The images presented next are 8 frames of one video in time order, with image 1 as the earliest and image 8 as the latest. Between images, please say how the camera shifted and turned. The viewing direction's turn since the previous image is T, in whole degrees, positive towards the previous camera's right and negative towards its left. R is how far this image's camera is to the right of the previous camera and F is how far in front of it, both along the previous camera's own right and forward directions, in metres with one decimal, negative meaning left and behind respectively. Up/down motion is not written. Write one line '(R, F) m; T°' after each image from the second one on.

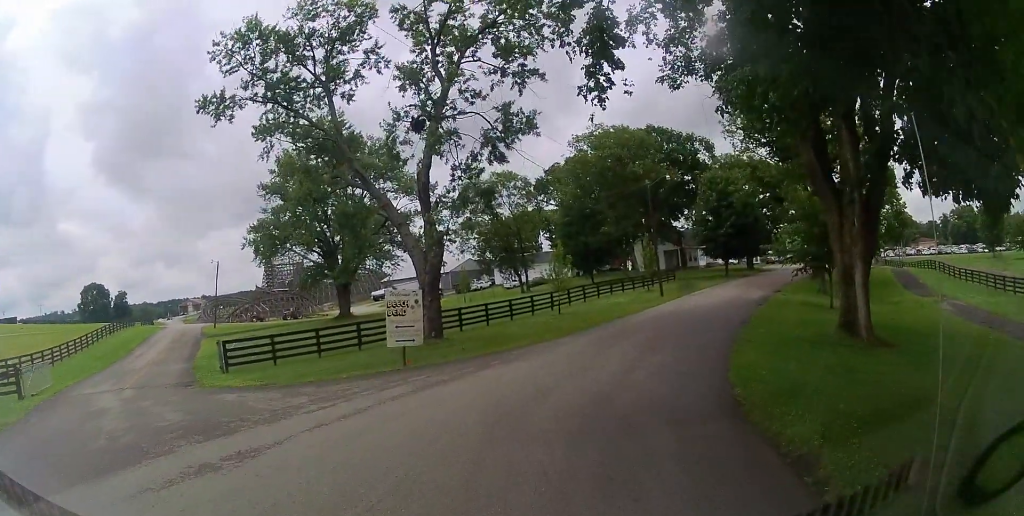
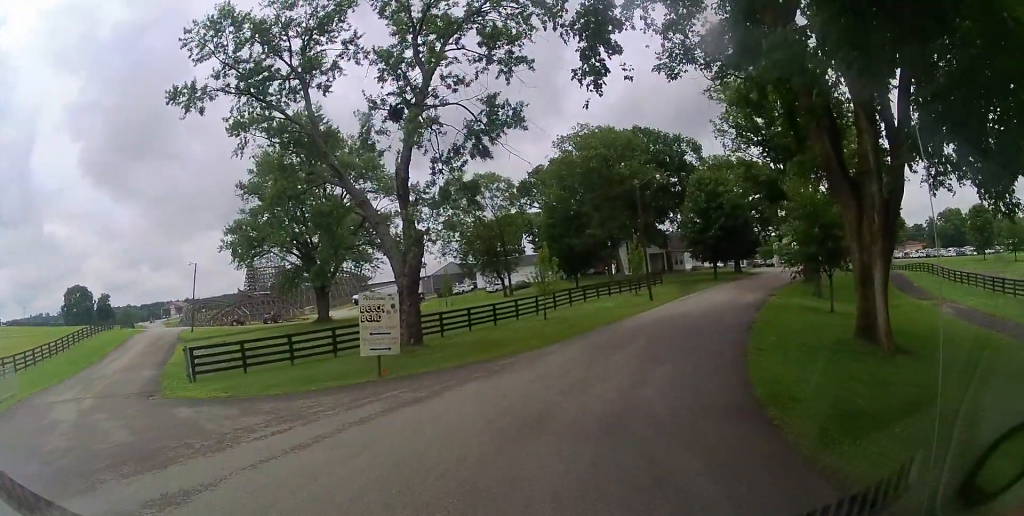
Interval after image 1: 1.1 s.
(+0.3, +1.2) m; +7°
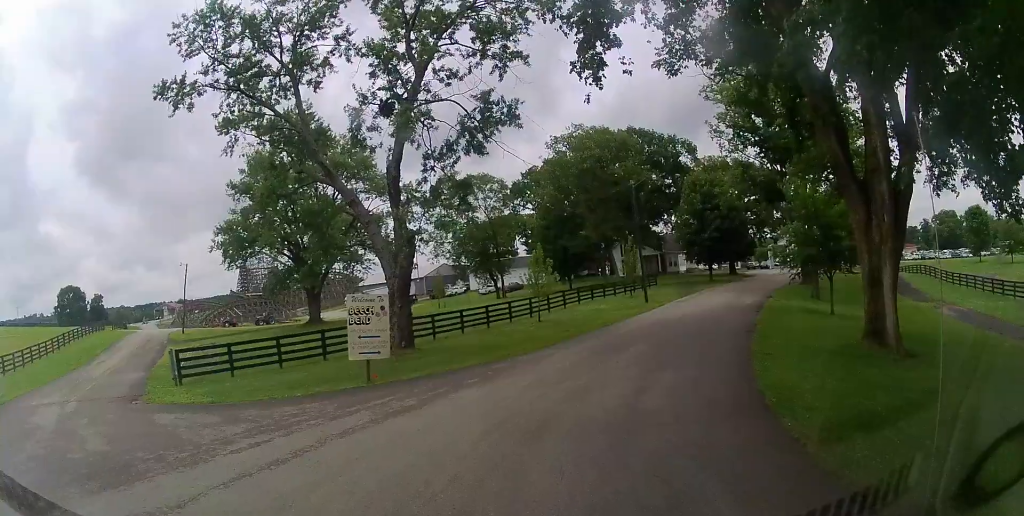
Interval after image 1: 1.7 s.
(0.0, +0.9) m; +6°
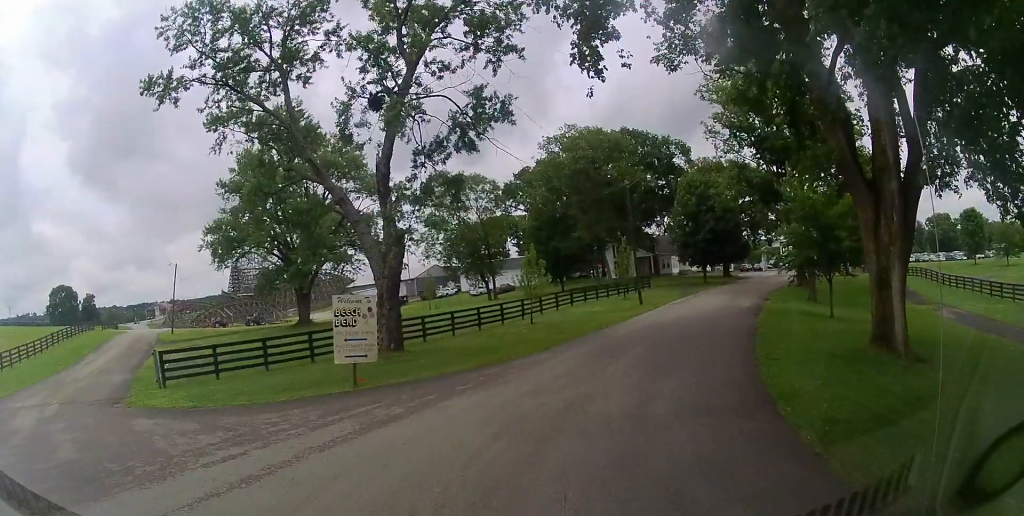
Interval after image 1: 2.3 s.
(+0.1, +1.1) m; +5°
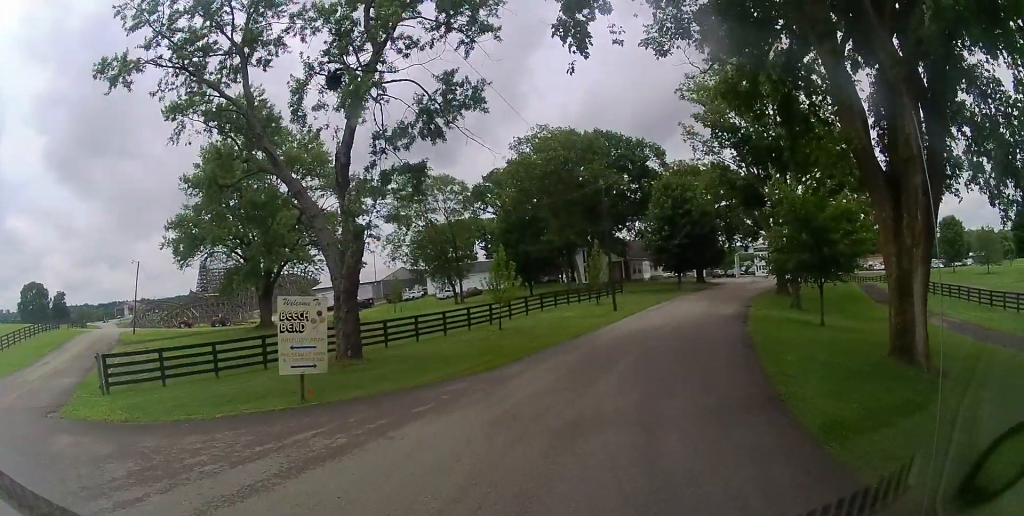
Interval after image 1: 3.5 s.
(+0.2, +3.1) m; +11°
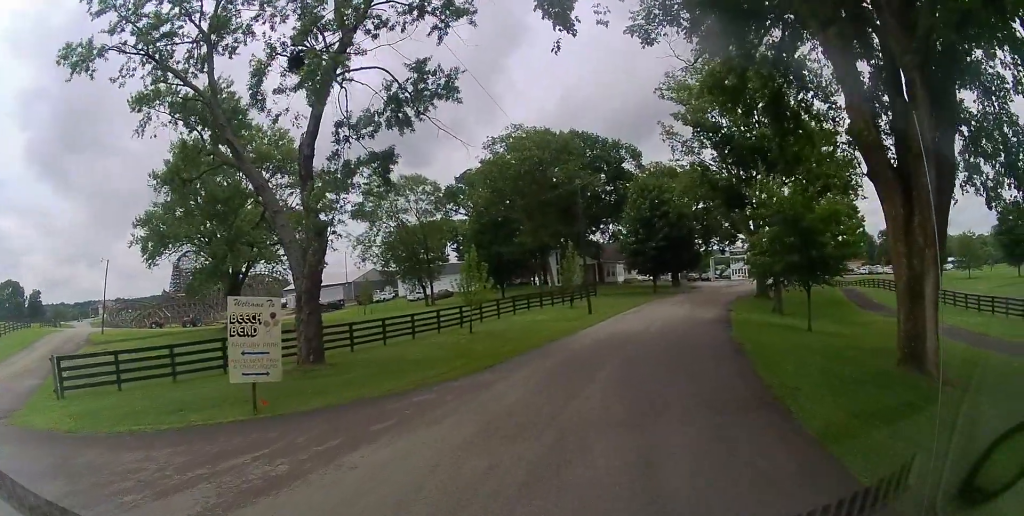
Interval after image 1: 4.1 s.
(+0.1, +1.9) m; +9°
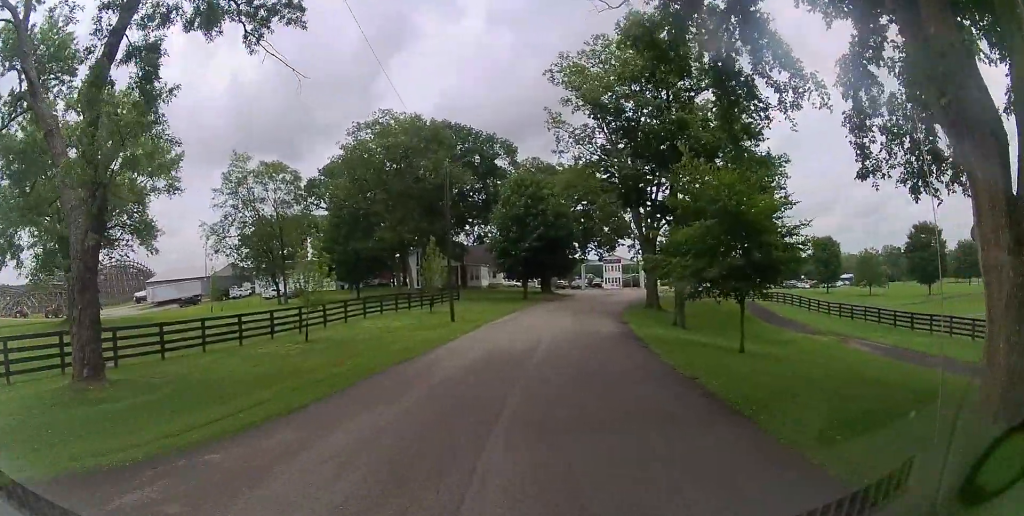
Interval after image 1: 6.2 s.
(+0.5, +7.4) m; +5°
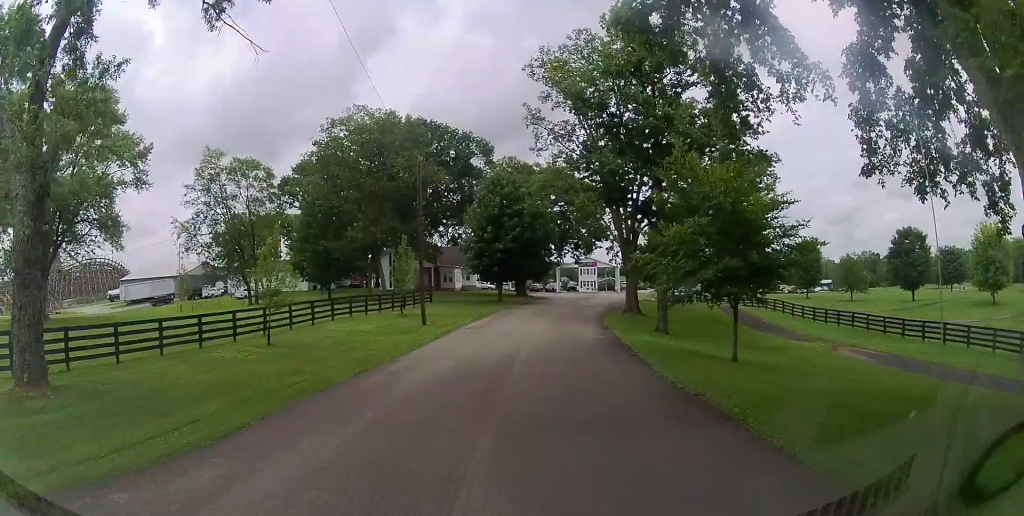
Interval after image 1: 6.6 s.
(0.0, +1.7) m; +2°
